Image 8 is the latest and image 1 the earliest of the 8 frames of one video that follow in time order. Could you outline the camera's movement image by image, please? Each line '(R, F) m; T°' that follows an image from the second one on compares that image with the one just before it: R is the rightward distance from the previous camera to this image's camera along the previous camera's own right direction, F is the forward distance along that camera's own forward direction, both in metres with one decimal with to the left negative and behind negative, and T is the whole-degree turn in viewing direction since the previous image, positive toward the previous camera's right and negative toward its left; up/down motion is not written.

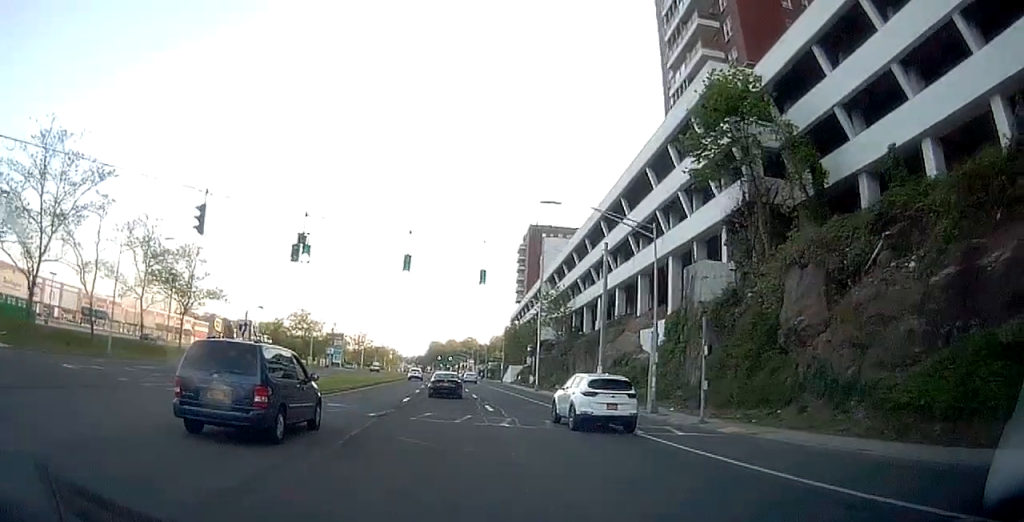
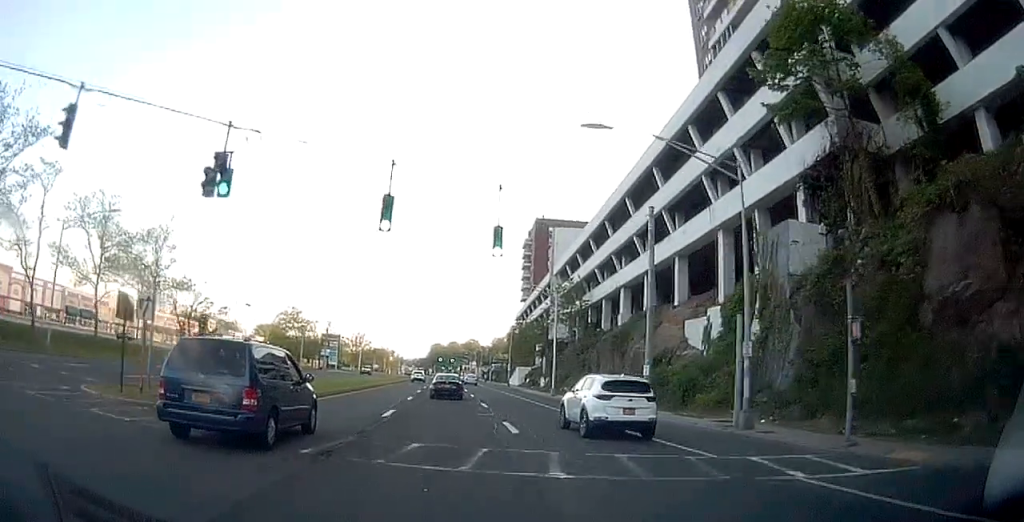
(-0.1, +8.9) m; 0°
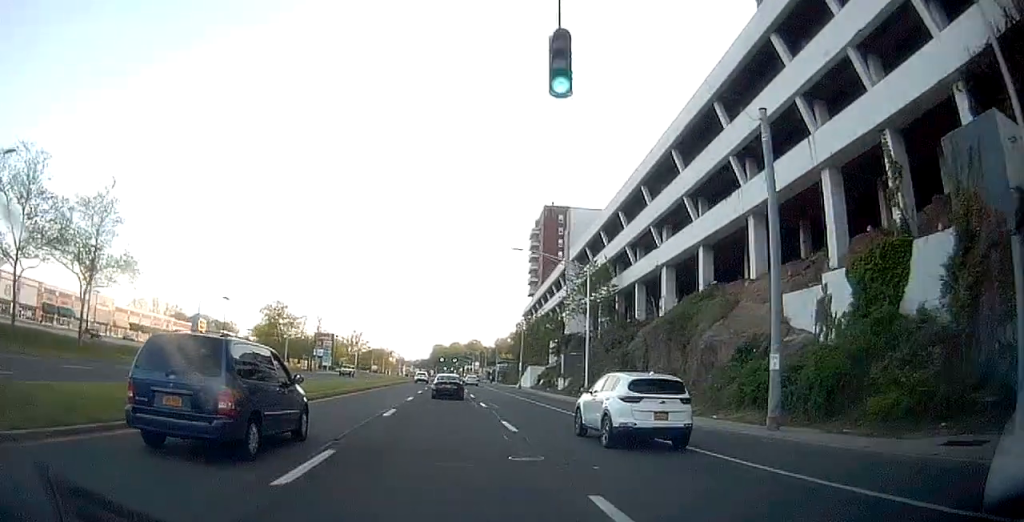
(0.0, +11.8) m; 0°
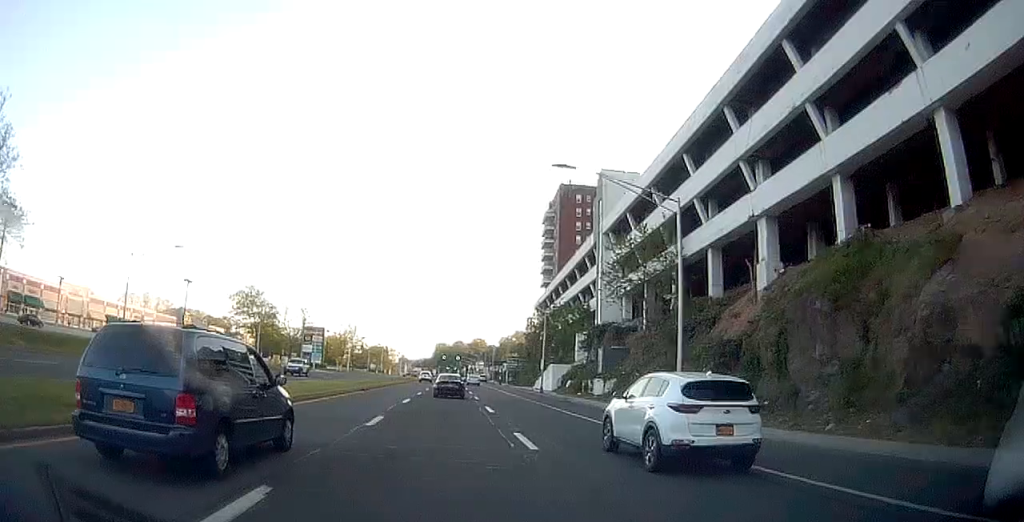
(0.0, +16.2) m; +1°
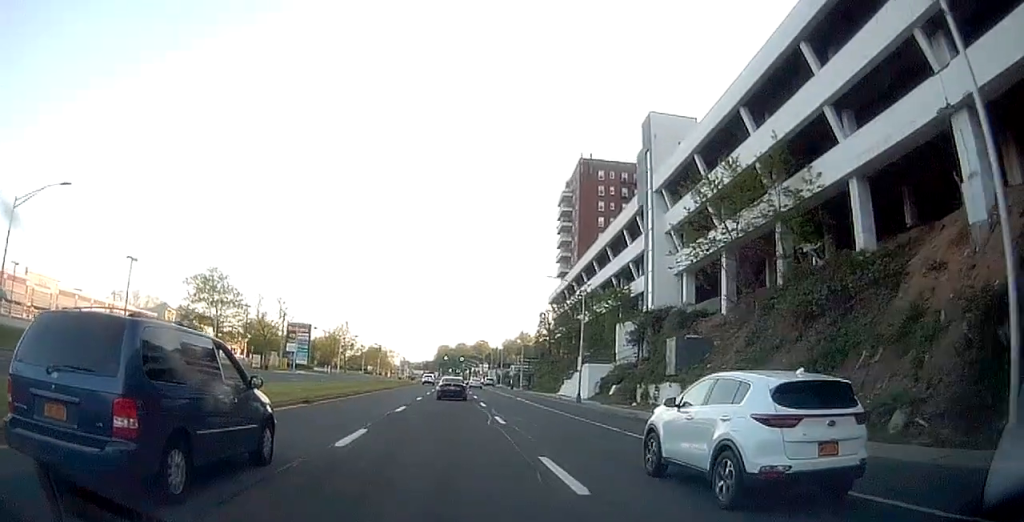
(+0.2, +17.0) m; 0°
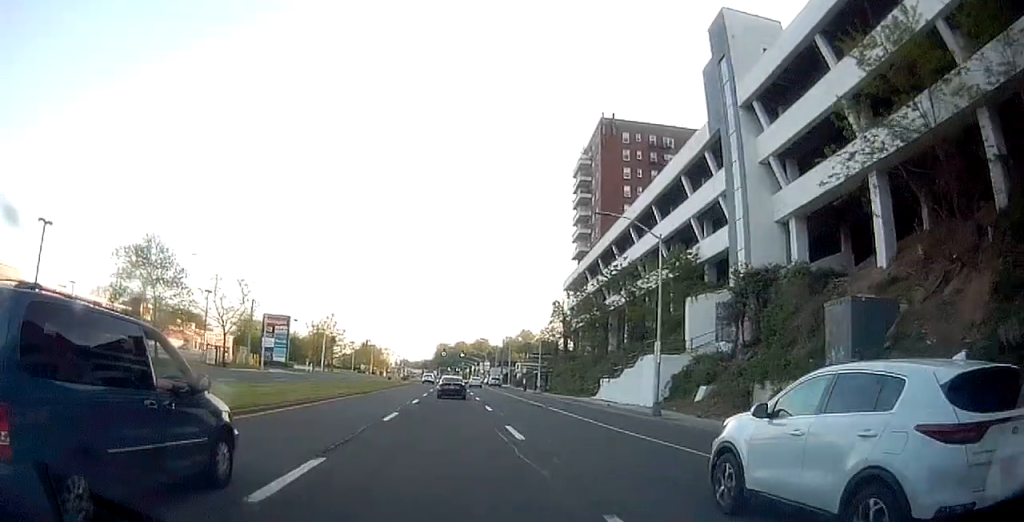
(-0.2, +17.3) m; -1°
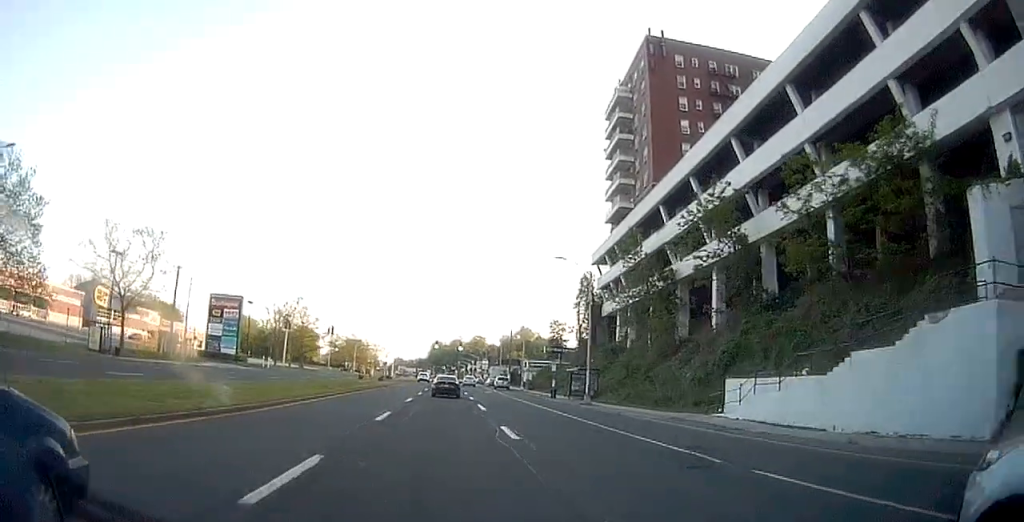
(+0.2, +24.9) m; +1°
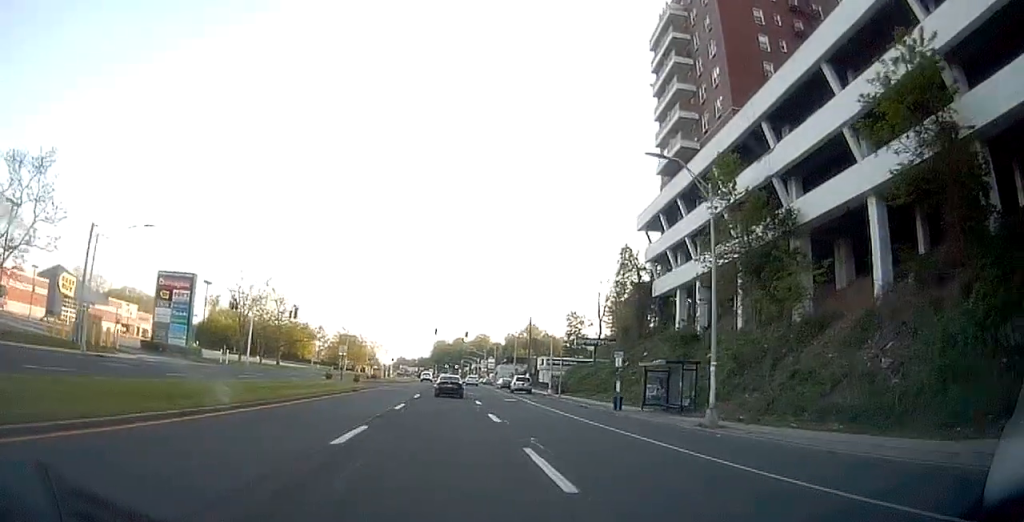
(0.0, +18.7) m; 0°
